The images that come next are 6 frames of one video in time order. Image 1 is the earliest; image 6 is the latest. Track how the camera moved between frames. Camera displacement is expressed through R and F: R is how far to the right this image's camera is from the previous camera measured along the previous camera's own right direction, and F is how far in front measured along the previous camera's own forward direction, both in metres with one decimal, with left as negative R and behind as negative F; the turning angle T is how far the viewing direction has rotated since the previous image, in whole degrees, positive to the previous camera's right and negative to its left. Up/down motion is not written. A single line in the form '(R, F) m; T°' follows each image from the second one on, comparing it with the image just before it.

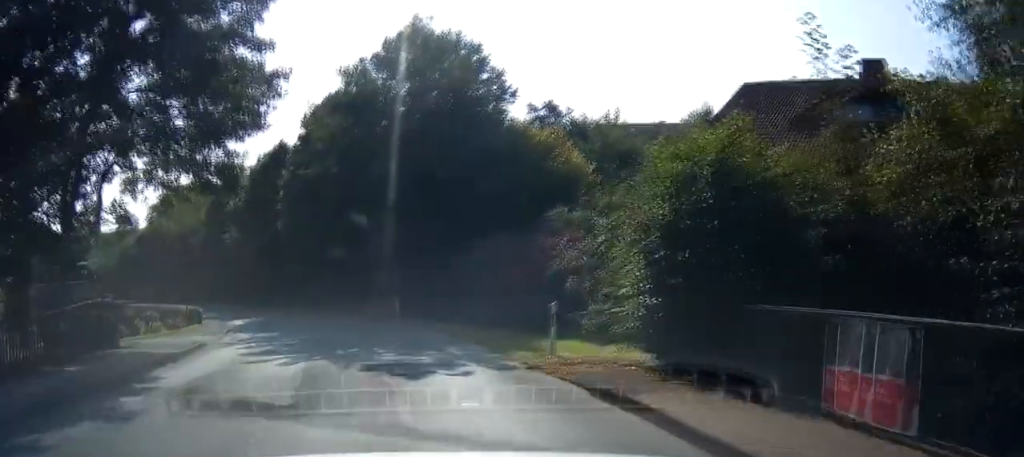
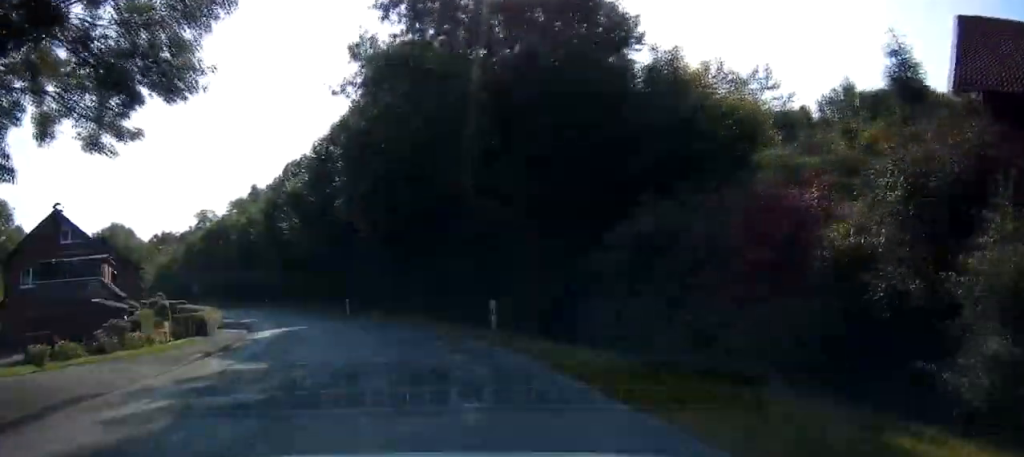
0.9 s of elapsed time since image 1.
(-1.0, +10.3) m; -13°
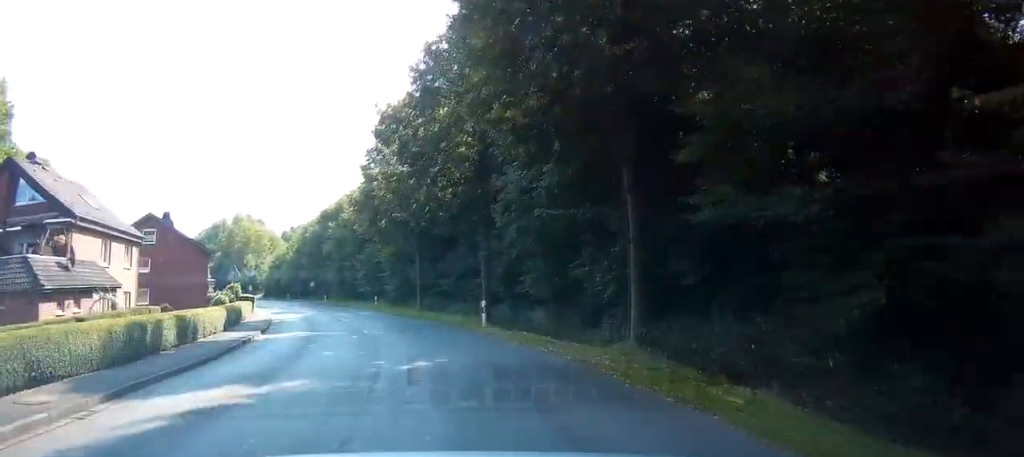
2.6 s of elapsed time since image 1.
(-3.3, +19.3) m; -14°
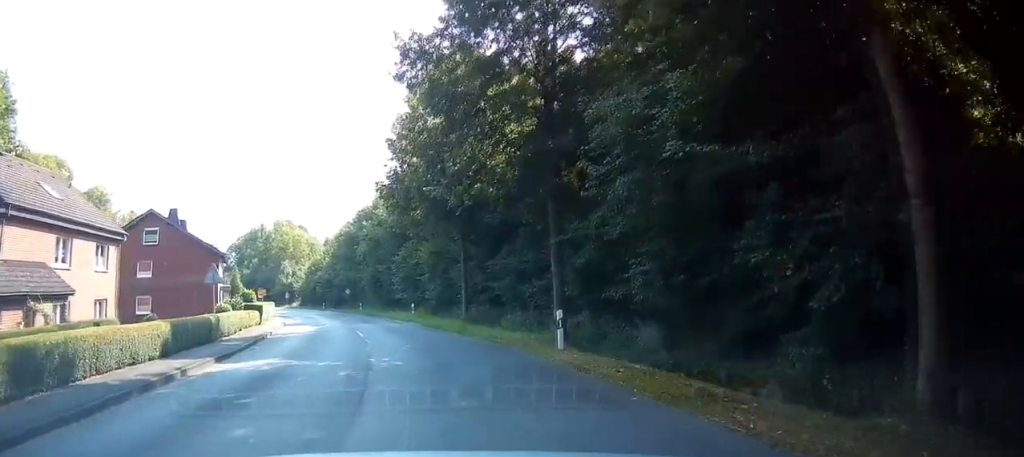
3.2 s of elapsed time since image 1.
(-0.1, +7.8) m; -5°
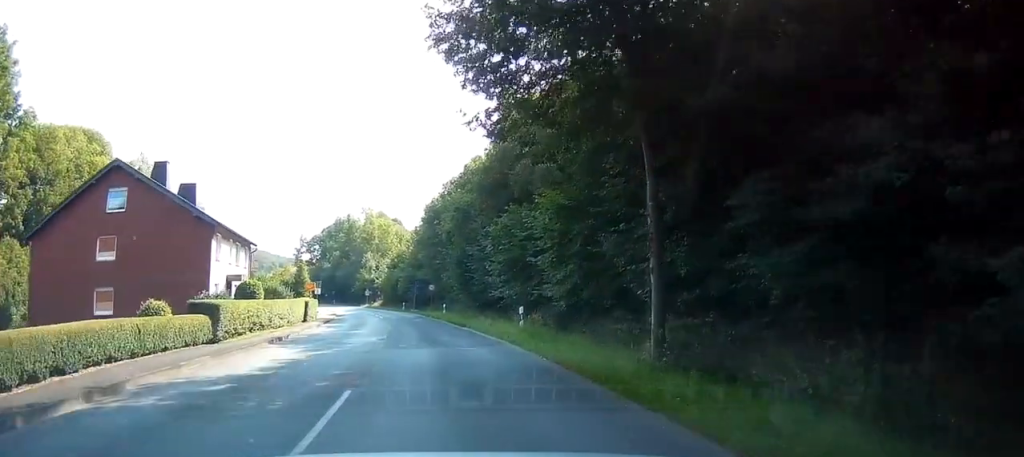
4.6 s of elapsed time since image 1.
(-2.3, +17.4) m; -12°
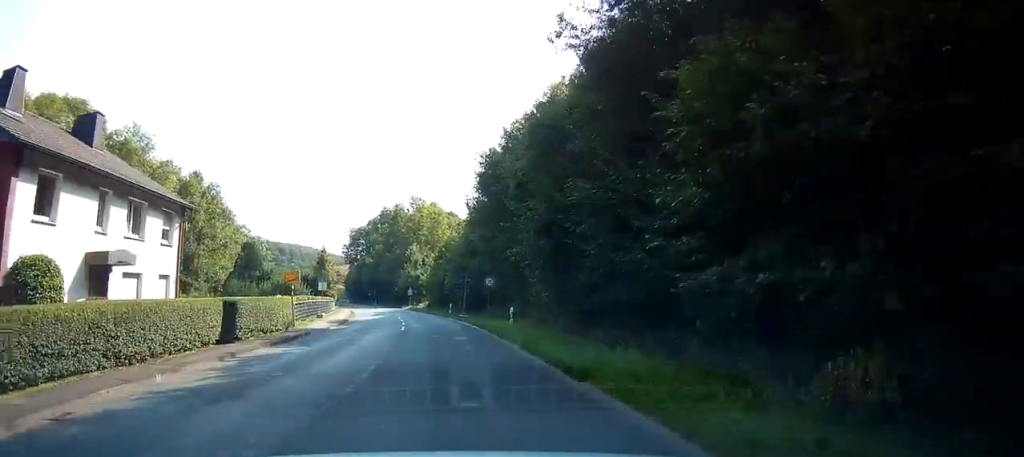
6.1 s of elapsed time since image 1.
(-0.7, +18.7) m; -5°
